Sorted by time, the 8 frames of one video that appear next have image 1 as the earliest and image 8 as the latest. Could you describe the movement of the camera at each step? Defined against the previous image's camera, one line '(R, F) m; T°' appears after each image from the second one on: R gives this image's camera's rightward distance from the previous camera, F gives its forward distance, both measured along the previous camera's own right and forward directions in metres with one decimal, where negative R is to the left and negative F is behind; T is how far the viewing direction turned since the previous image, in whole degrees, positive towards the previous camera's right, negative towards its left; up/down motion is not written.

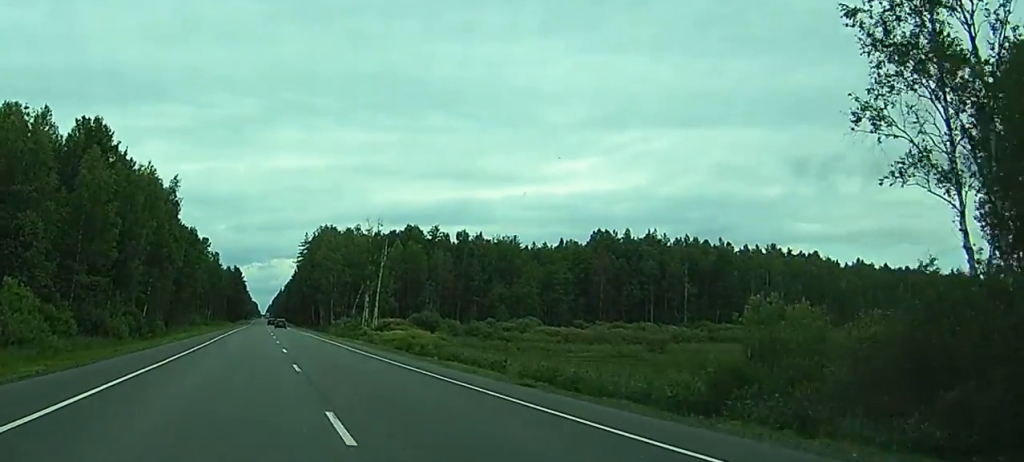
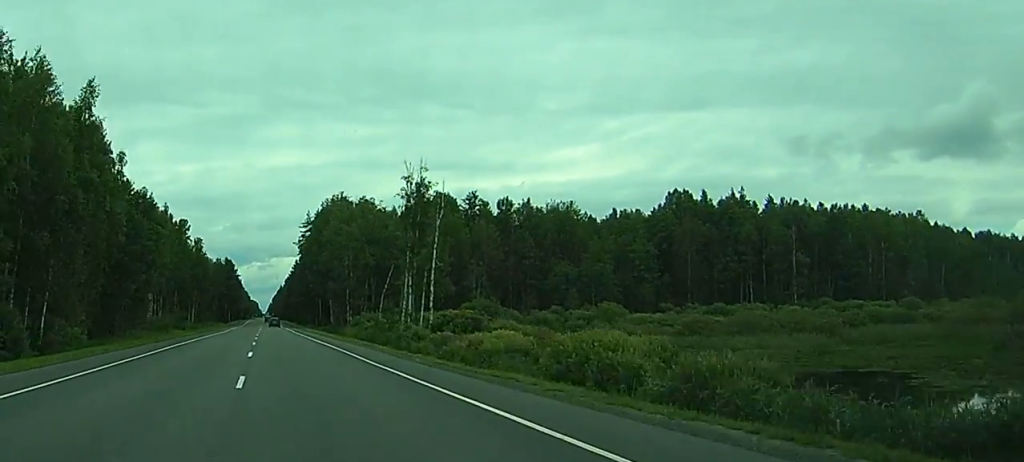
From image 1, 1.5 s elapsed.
(-0.7, +43.6) m; 0°
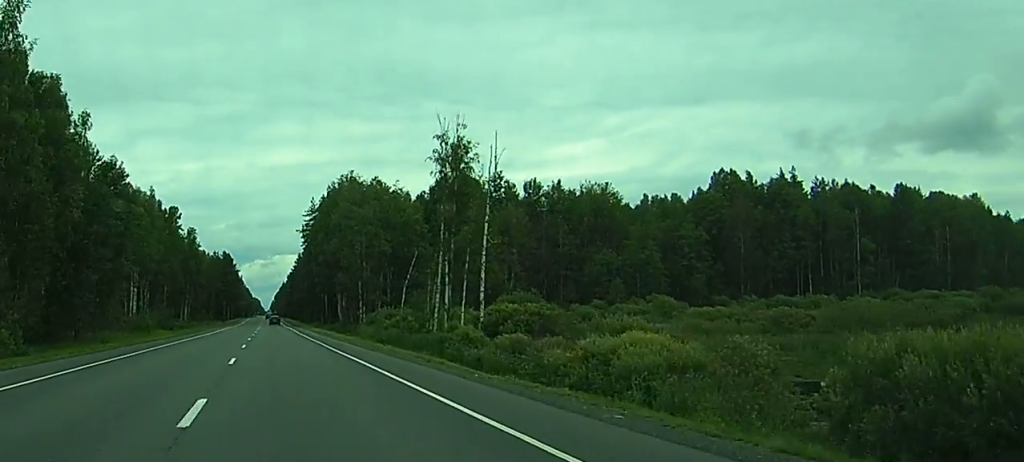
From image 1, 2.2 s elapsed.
(+0.5, +18.5) m; +1°
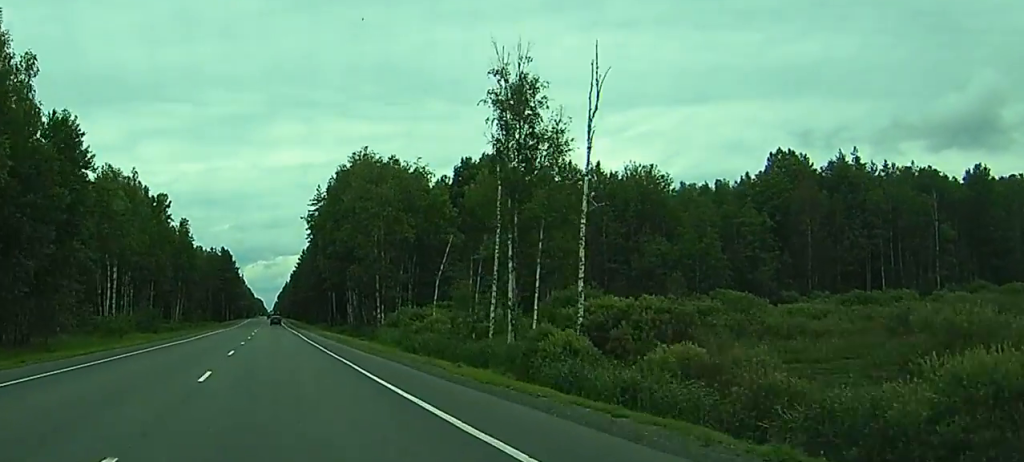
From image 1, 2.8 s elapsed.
(+0.3, +18.6) m; 0°
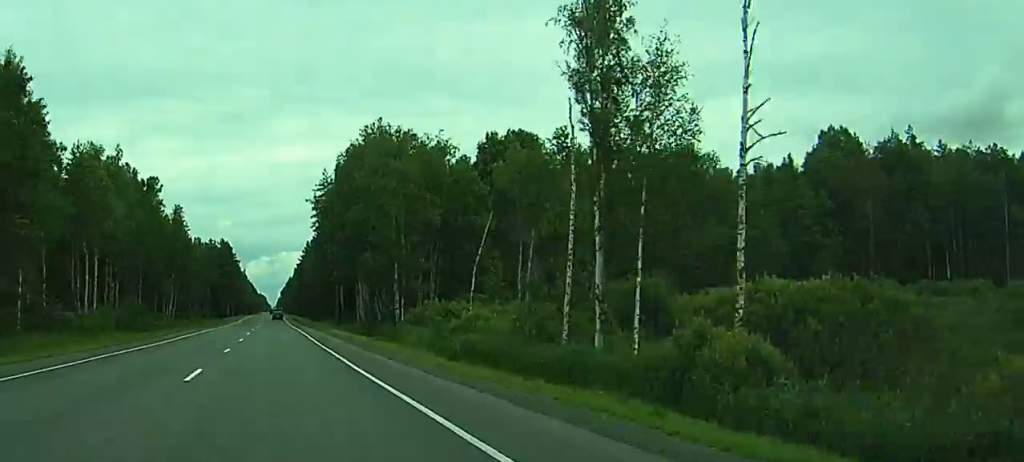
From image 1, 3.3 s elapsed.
(-0.2, +13.7) m; -1°
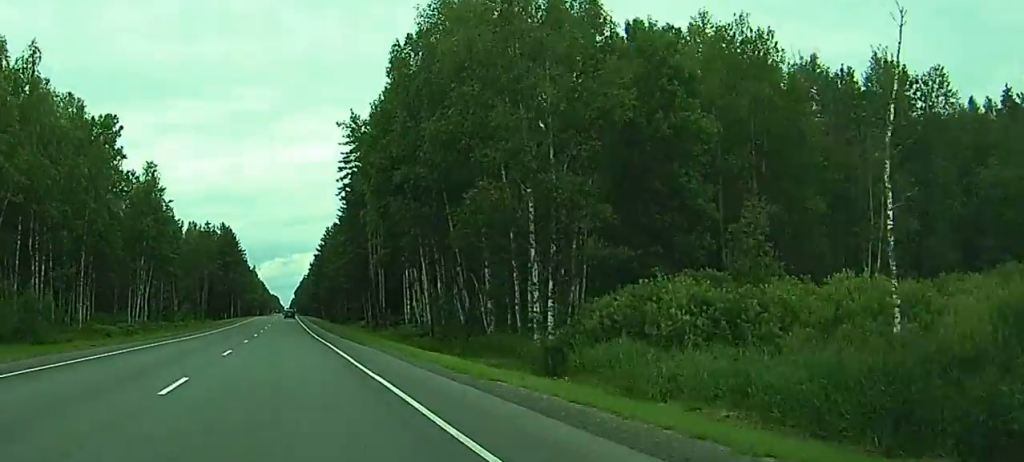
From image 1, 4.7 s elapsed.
(-0.8, +42.4) m; -1°
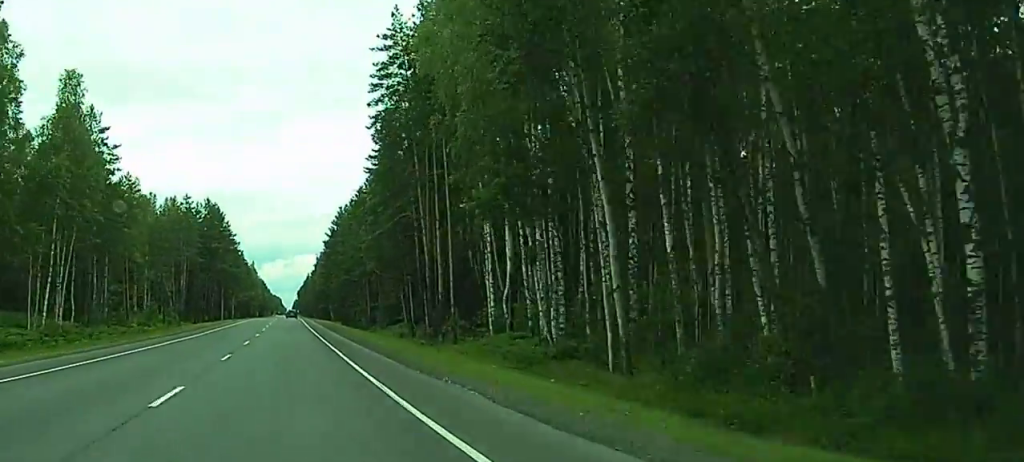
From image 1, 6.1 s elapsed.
(0.0, +39.5) m; 0°
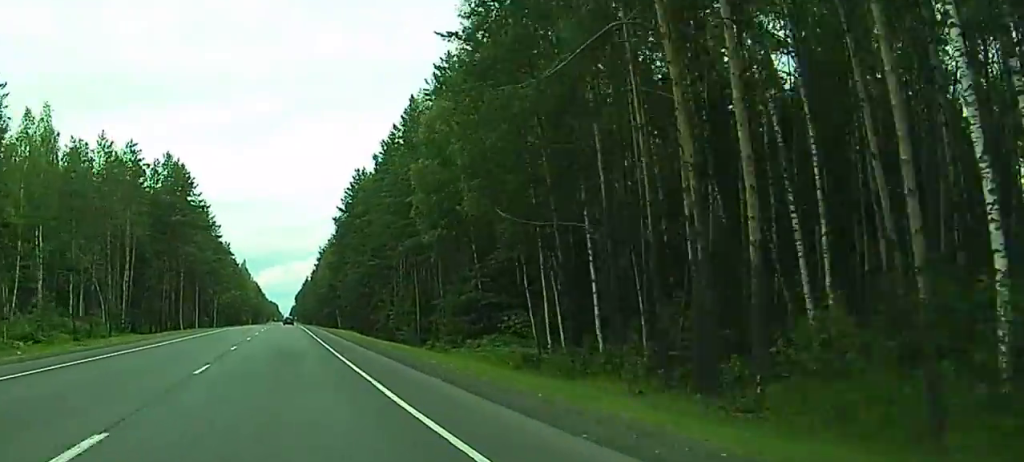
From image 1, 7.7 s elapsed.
(0.0, +44.4) m; 0°
